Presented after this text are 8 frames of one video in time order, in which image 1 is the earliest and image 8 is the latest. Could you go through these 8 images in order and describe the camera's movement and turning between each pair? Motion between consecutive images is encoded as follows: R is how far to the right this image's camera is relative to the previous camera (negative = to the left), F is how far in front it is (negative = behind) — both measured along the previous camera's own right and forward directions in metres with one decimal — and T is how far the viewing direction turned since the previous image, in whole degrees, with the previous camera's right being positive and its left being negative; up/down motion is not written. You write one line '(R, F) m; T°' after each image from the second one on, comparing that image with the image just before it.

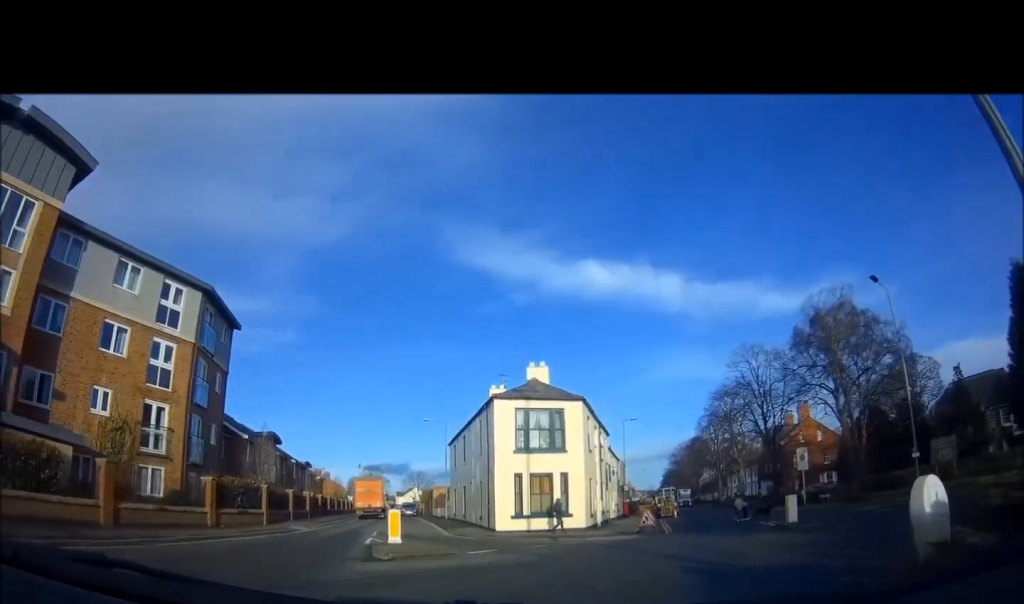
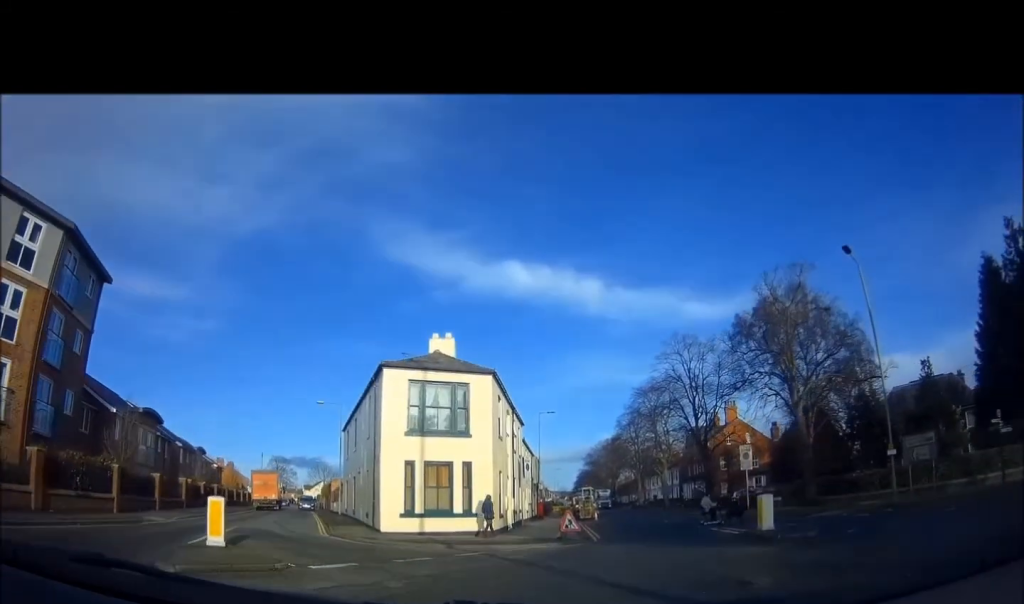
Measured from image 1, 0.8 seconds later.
(+0.5, +4.6) m; +10°
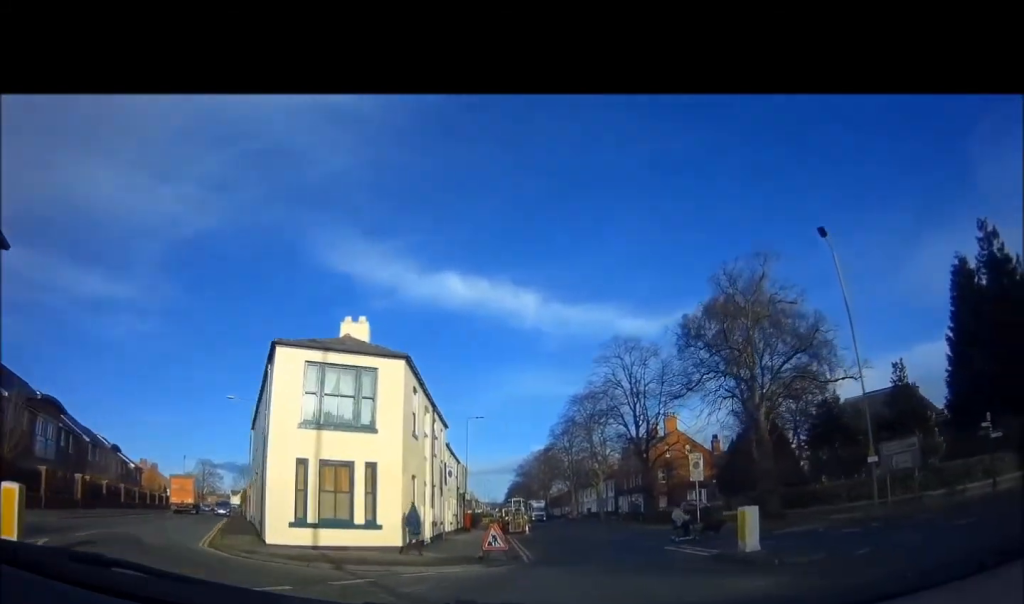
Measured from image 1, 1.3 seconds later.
(+0.1, +3.2) m; +5°
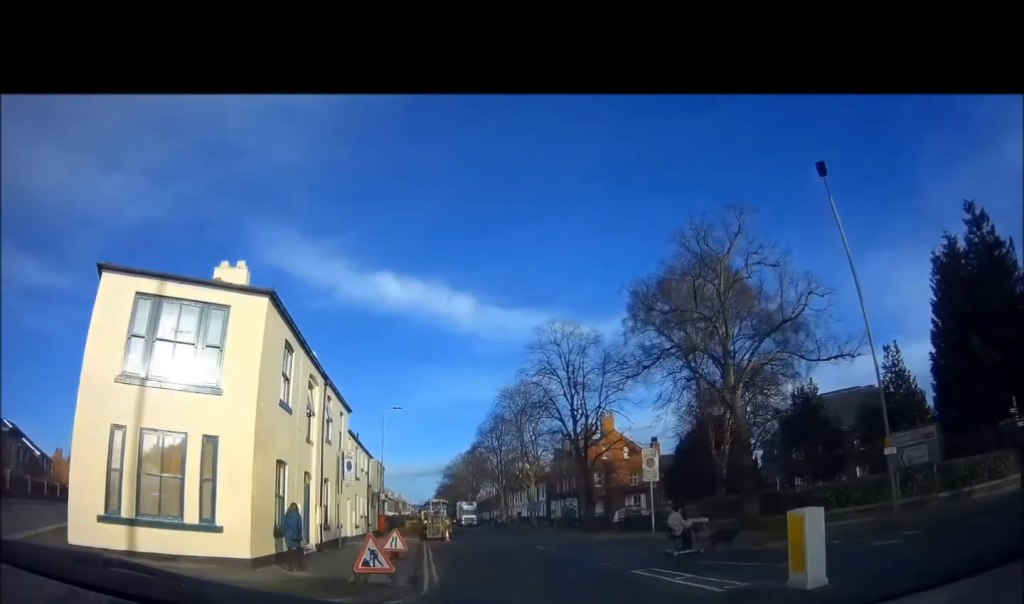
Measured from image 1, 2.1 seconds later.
(+0.4, +5.0) m; +3°
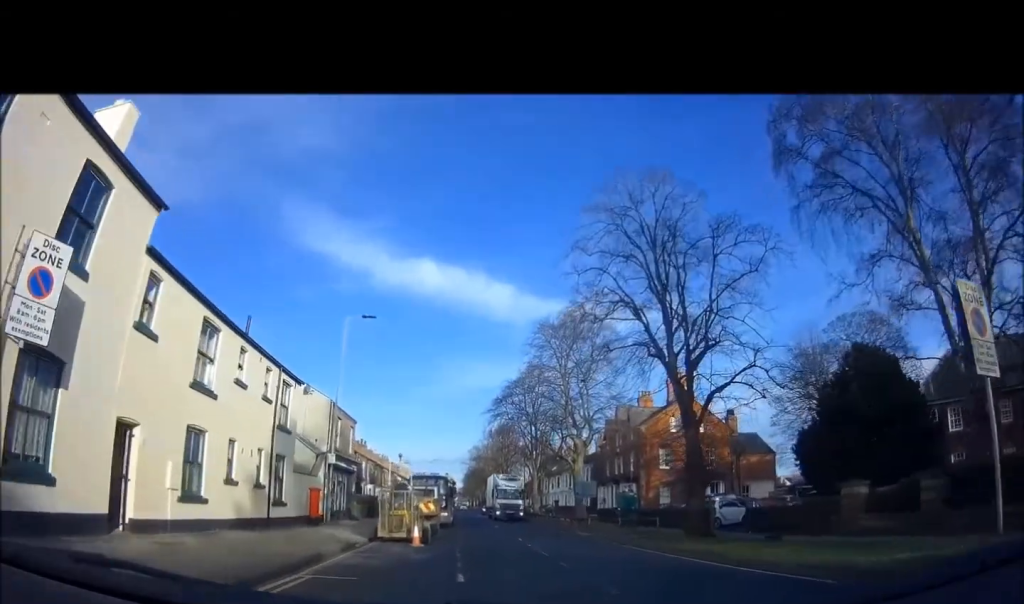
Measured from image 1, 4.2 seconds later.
(-0.1, +16.9) m; -1°
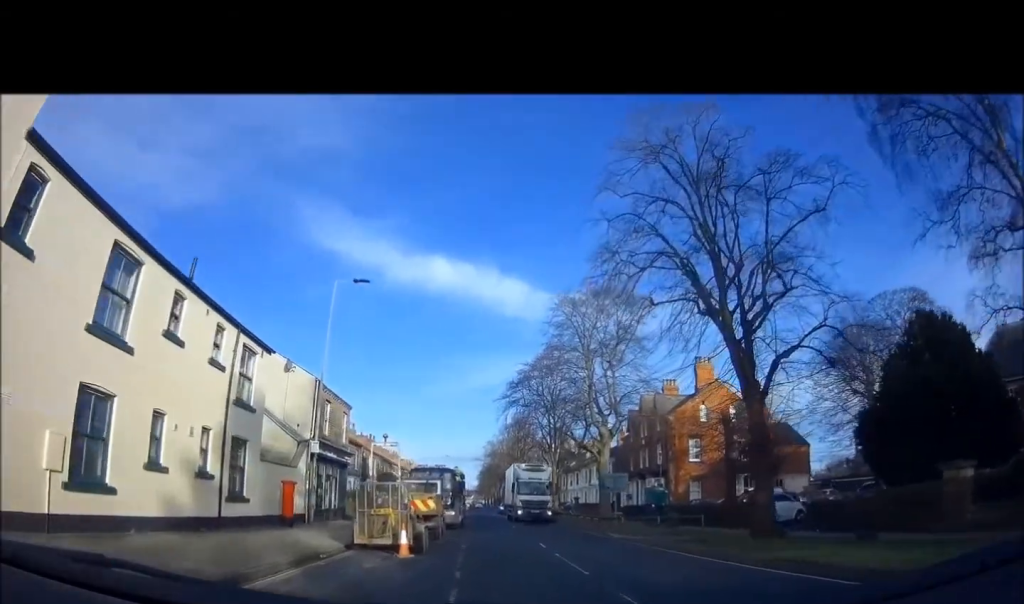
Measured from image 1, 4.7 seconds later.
(0.0, +4.2) m; -1°
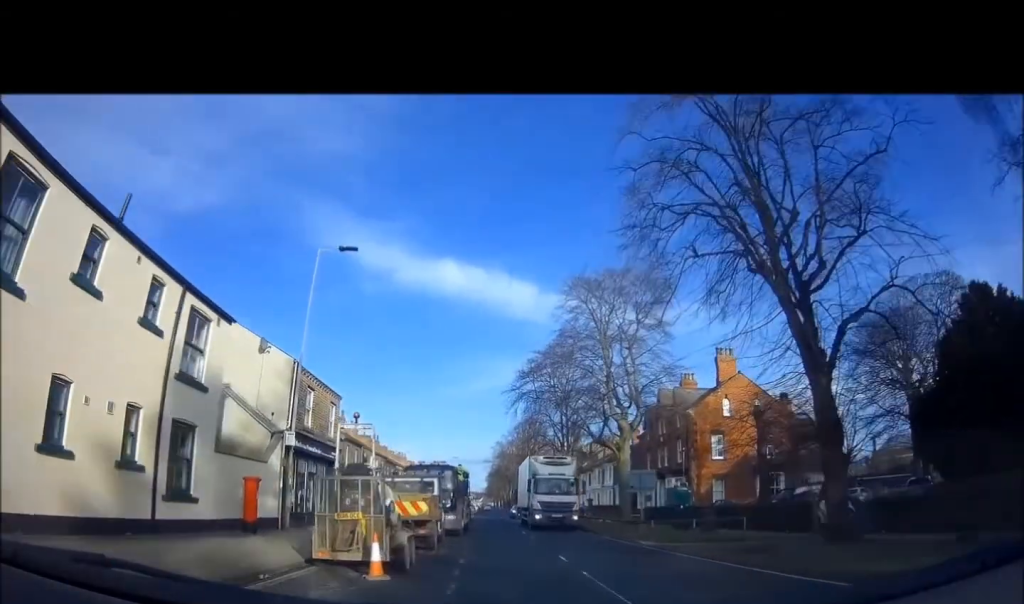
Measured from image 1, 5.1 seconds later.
(0.0, +3.4) m; -1°
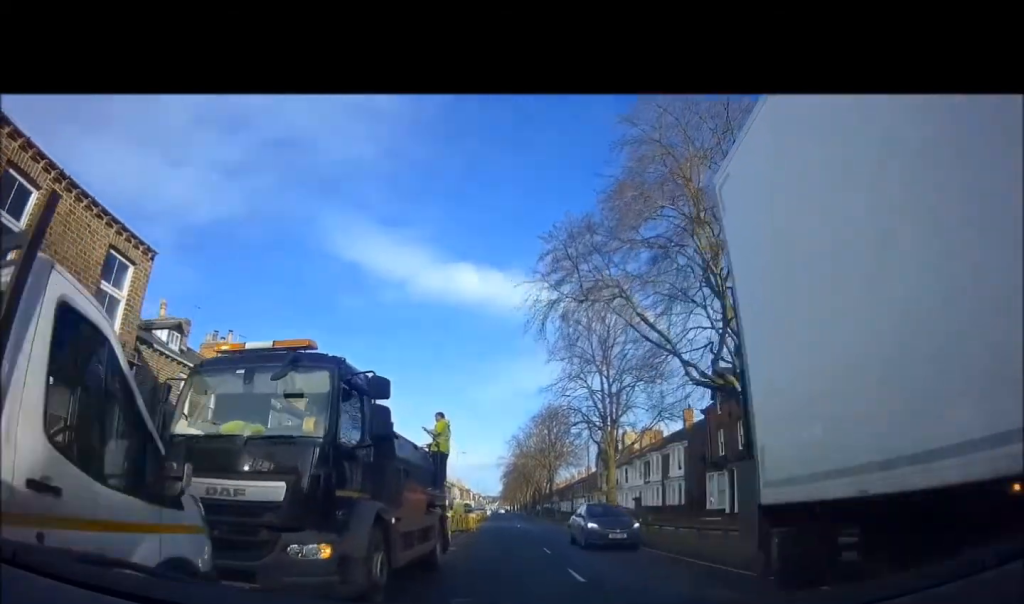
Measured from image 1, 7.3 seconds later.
(-0.7, +15.4) m; -2°
